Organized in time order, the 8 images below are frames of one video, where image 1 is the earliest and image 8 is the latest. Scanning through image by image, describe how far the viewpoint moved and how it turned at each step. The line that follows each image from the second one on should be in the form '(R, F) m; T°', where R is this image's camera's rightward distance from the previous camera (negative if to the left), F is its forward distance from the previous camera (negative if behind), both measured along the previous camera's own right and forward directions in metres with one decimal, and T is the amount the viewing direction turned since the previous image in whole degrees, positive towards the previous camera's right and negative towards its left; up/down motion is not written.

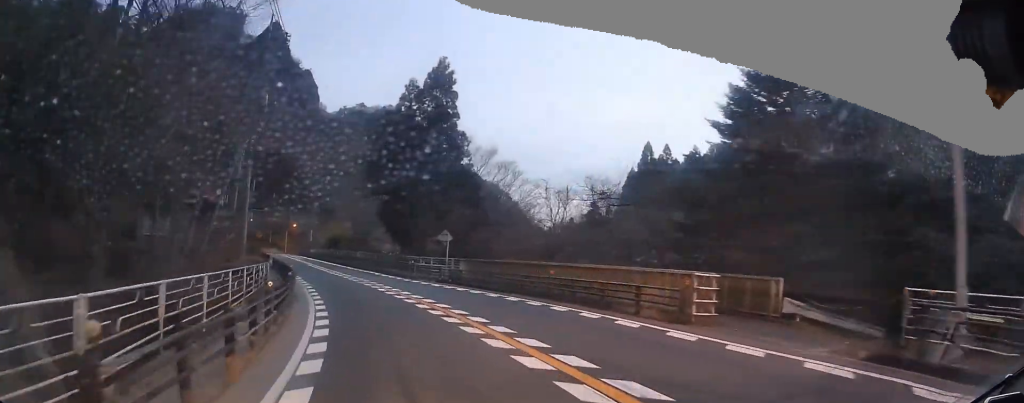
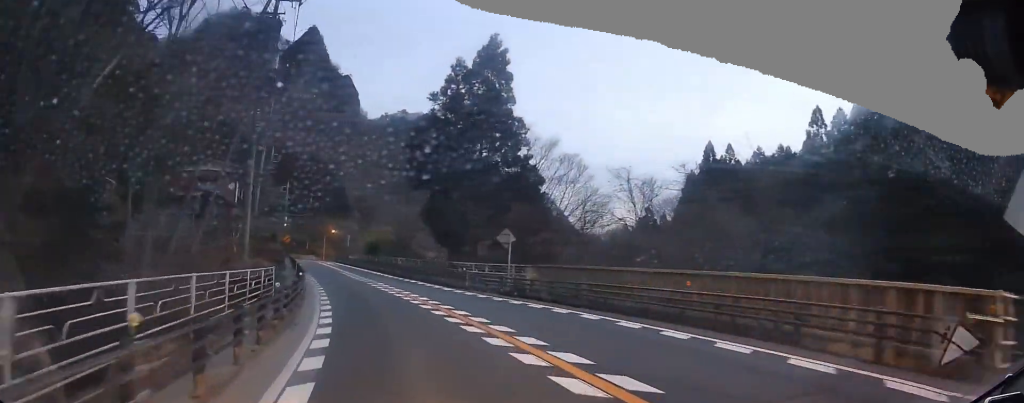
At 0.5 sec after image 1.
(+0.2, +6.9) m; +1°
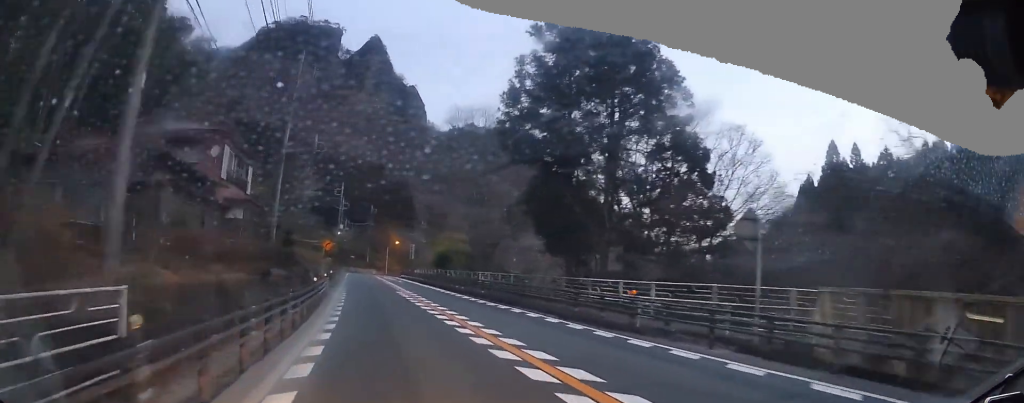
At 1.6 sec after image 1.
(0.0, +14.9) m; 0°
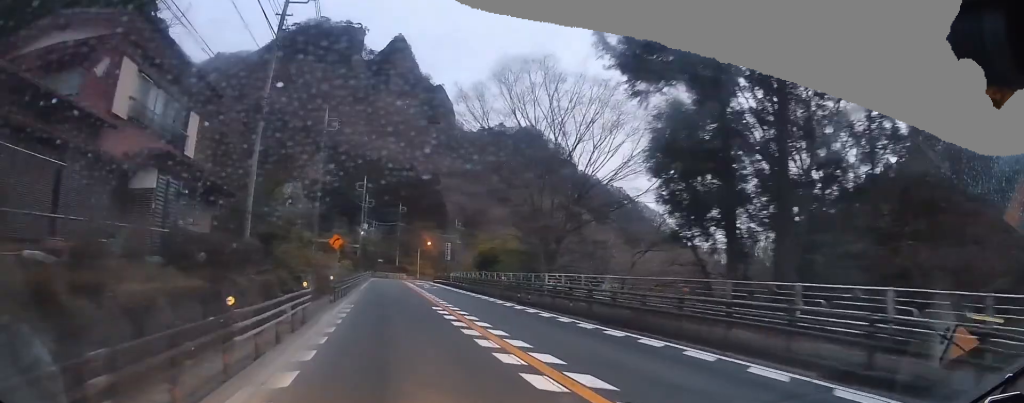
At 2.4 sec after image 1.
(0.0, +11.7) m; 0°
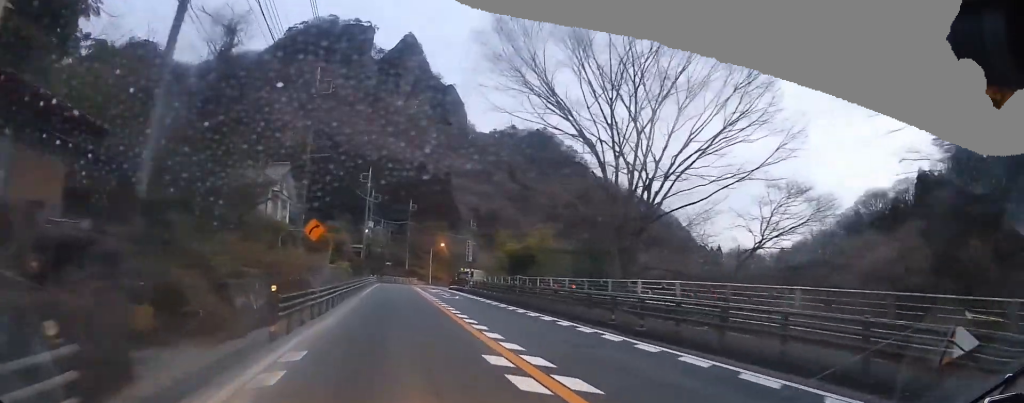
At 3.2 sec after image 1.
(0.0, +10.8) m; -4°
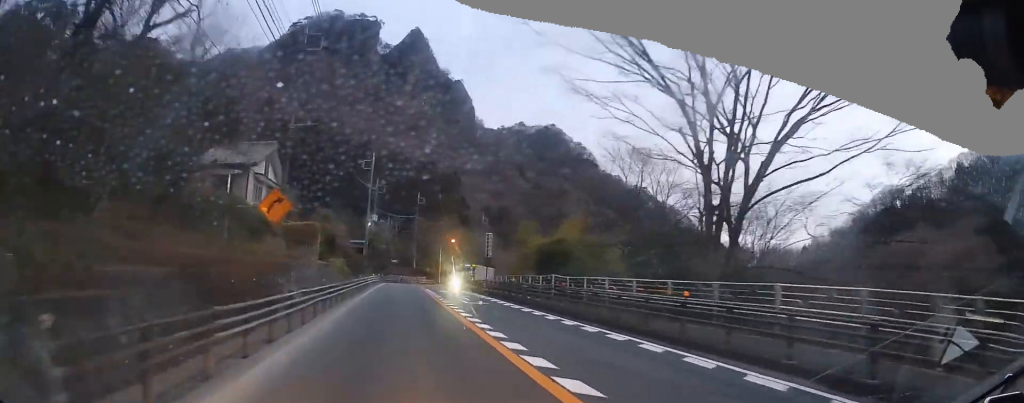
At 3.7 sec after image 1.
(-0.1, +7.6) m; -3°
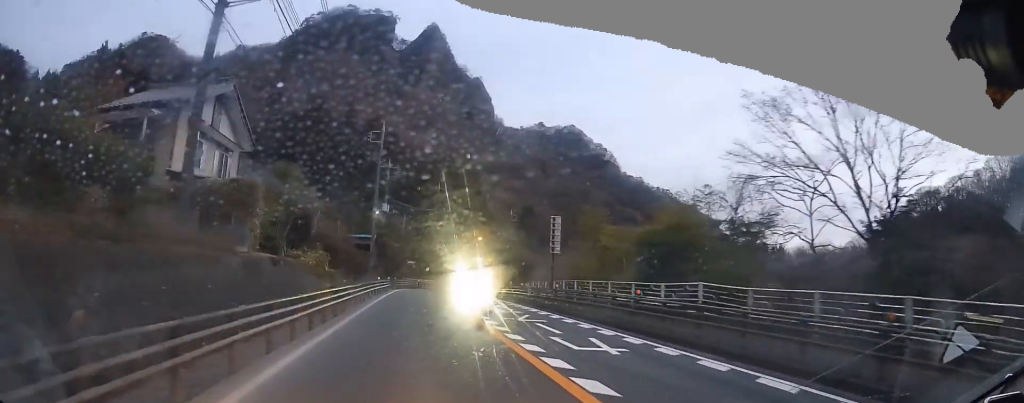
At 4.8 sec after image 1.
(-1.2, +15.5) m; -6°
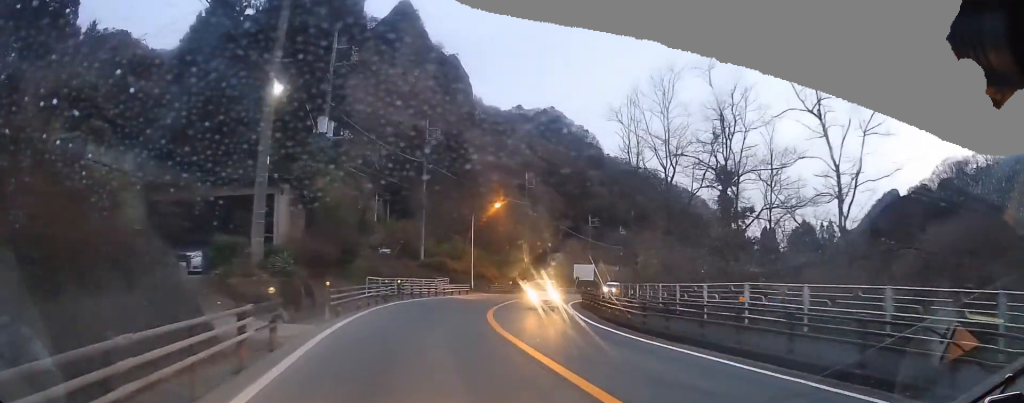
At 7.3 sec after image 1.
(-3.2, +36.1) m; -7°
